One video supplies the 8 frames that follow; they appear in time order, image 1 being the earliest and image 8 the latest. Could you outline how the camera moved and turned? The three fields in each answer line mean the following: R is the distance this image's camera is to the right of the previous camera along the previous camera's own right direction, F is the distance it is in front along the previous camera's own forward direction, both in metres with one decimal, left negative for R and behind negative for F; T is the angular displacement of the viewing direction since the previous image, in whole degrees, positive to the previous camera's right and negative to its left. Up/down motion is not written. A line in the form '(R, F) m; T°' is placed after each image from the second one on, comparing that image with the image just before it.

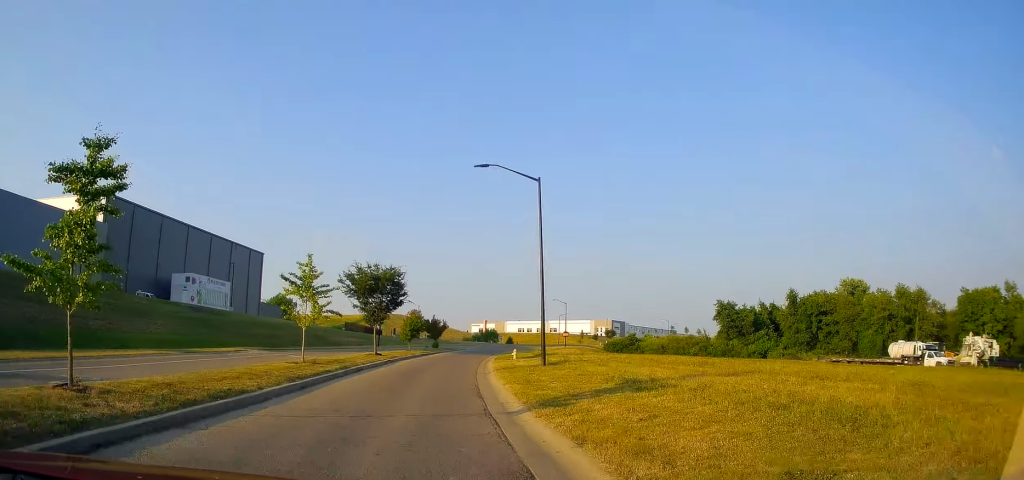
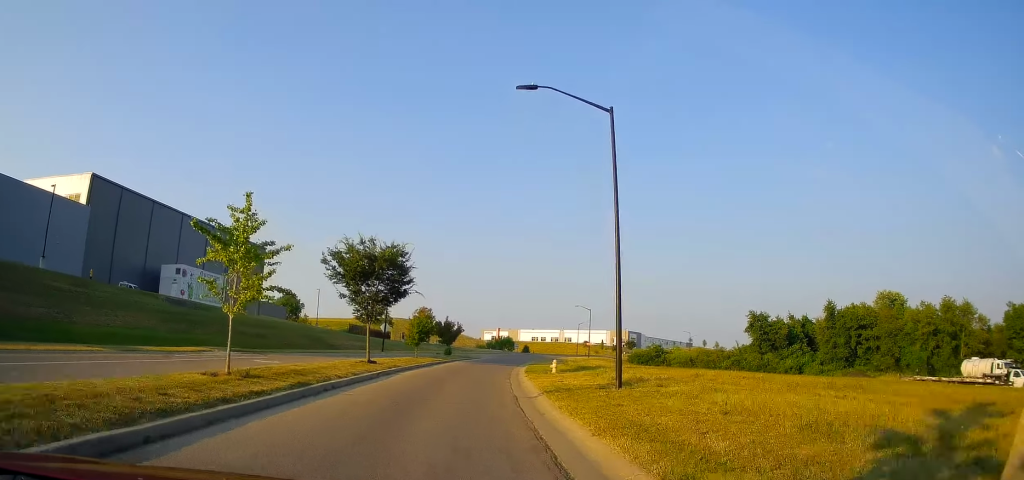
(+1.0, +9.8) m; +3°
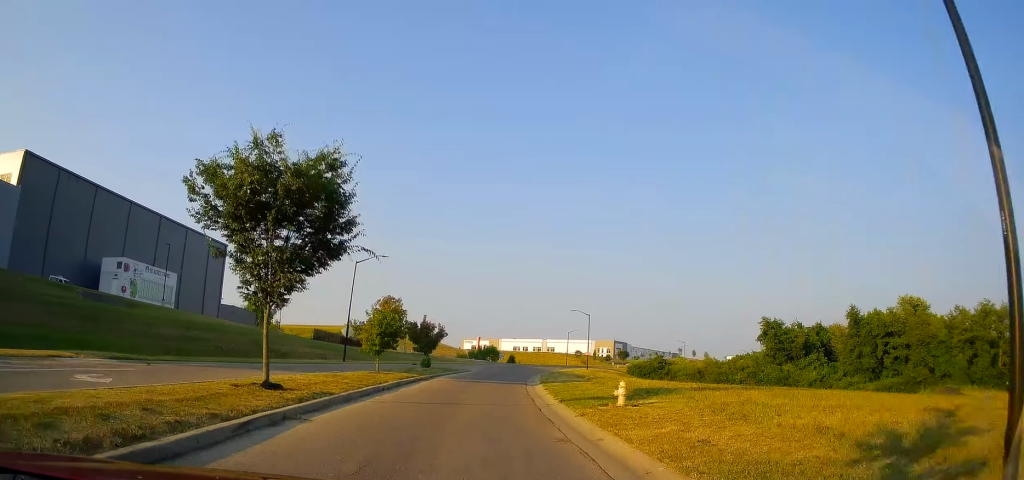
(-0.5, +13.7) m; 0°
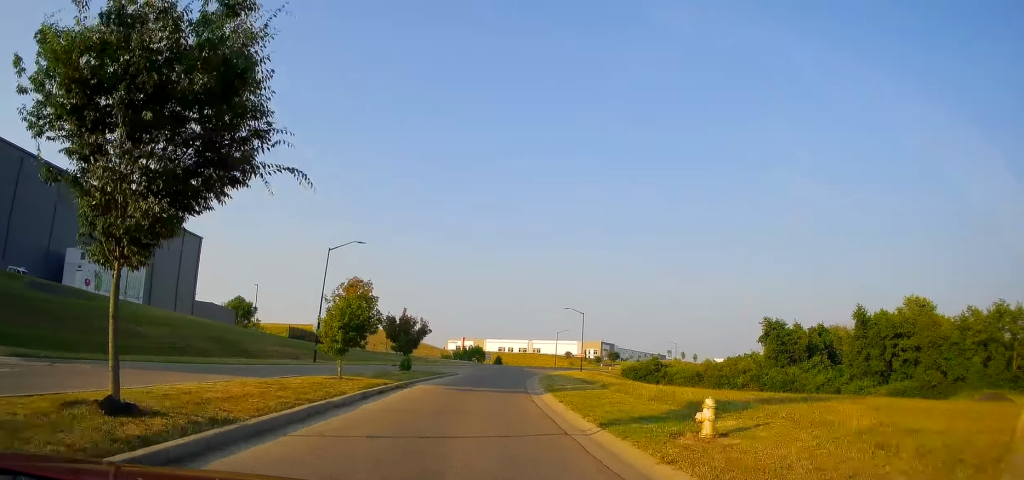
(+0.3, +5.7) m; +2°
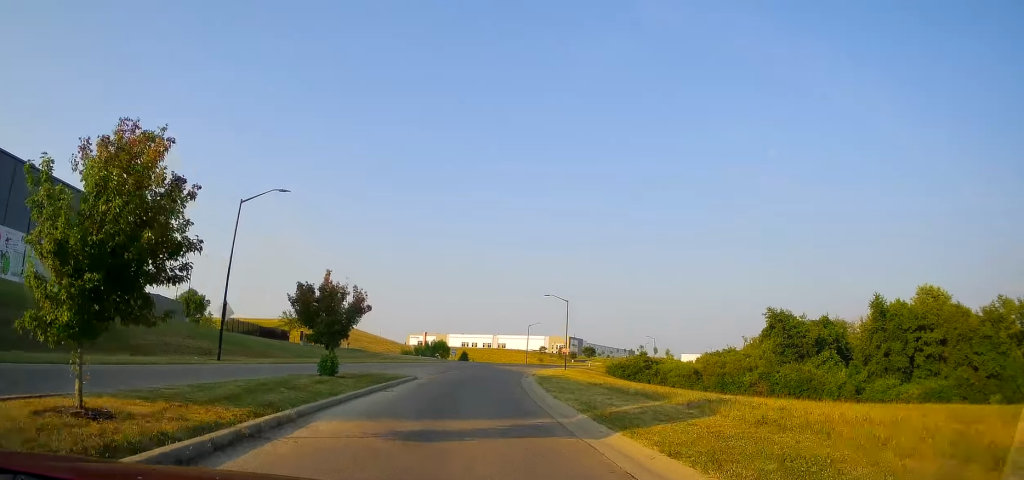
(+0.4, +11.8) m; +2°
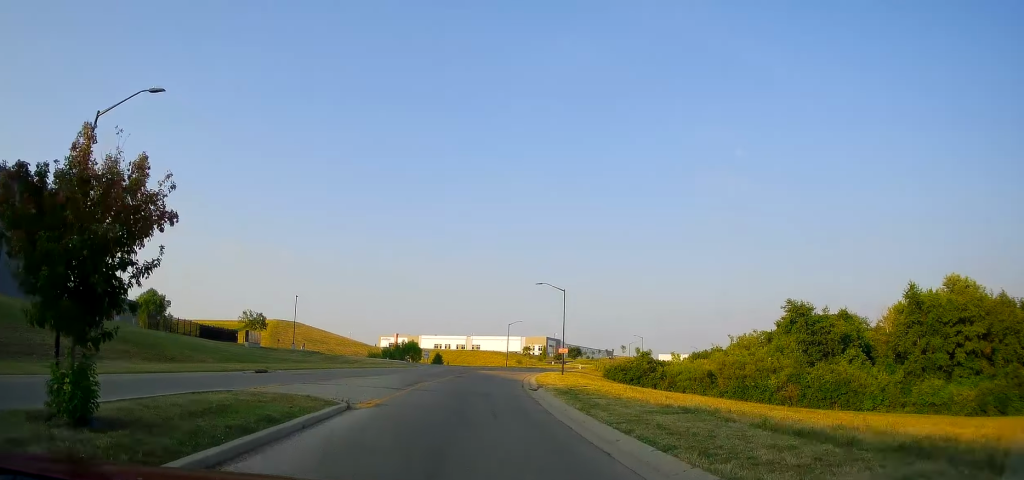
(+0.1, +10.9) m; 0°
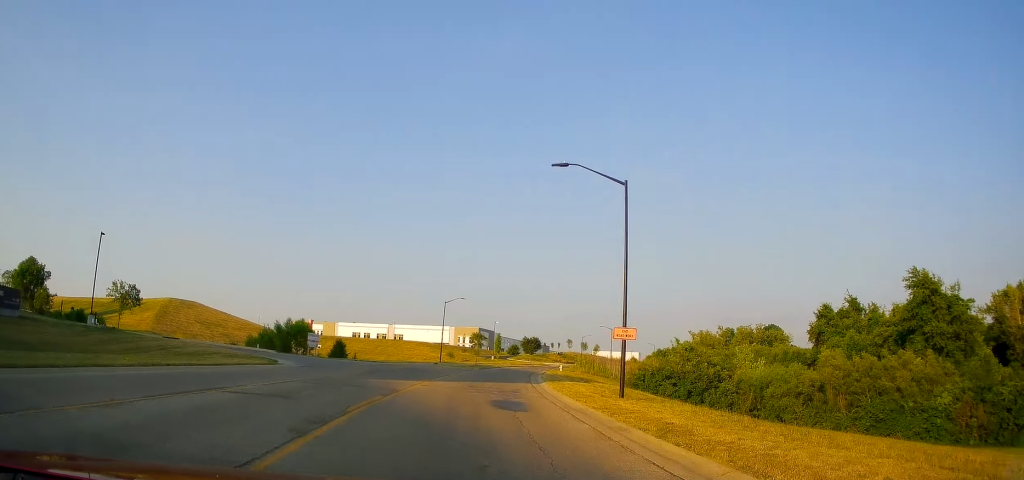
(+1.0, +34.0) m; +5°
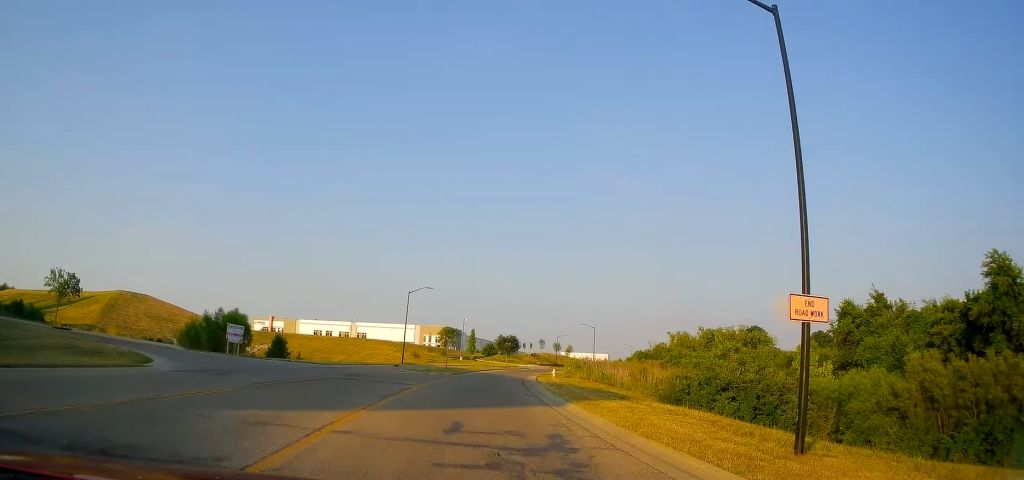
(+0.1, +13.4) m; +3°
